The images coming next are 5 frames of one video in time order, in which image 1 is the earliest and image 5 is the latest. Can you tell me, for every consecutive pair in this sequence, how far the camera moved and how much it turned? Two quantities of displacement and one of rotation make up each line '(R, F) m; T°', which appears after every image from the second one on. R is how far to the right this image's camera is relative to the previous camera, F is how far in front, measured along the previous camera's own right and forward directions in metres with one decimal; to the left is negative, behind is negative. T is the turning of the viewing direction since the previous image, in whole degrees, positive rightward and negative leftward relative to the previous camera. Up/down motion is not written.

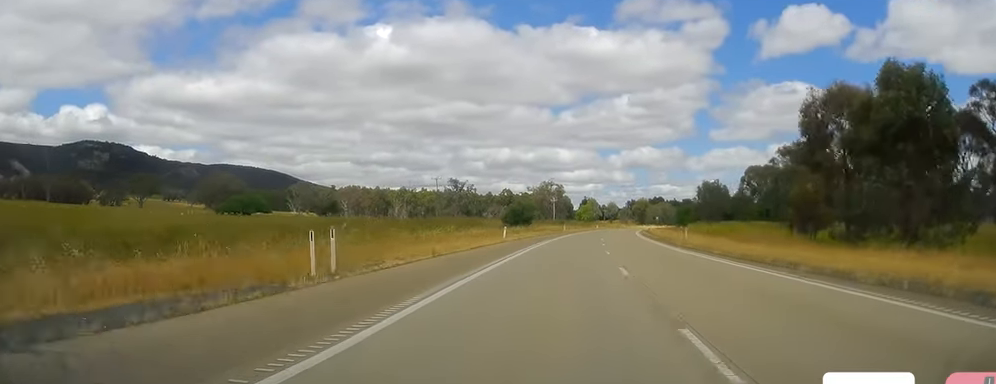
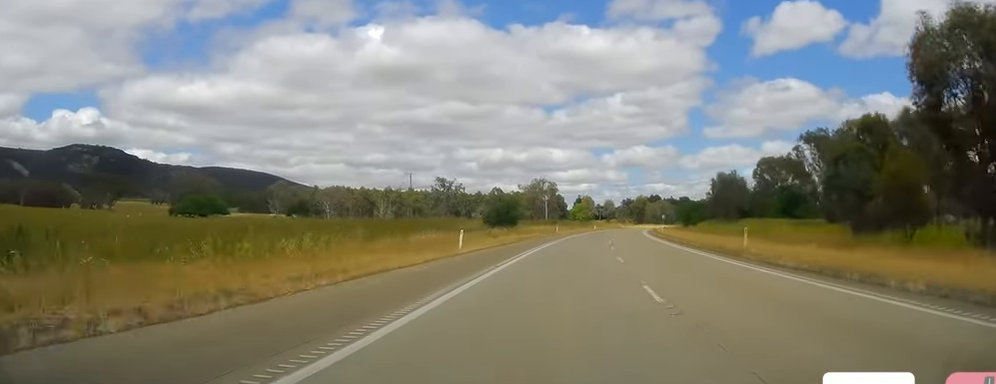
(0.0, +18.2) m; 0°
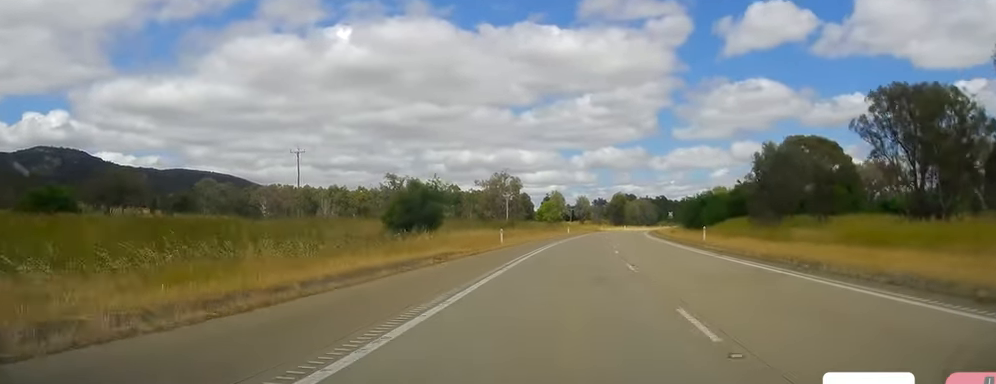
(-0.1, +41.3) m; 0°
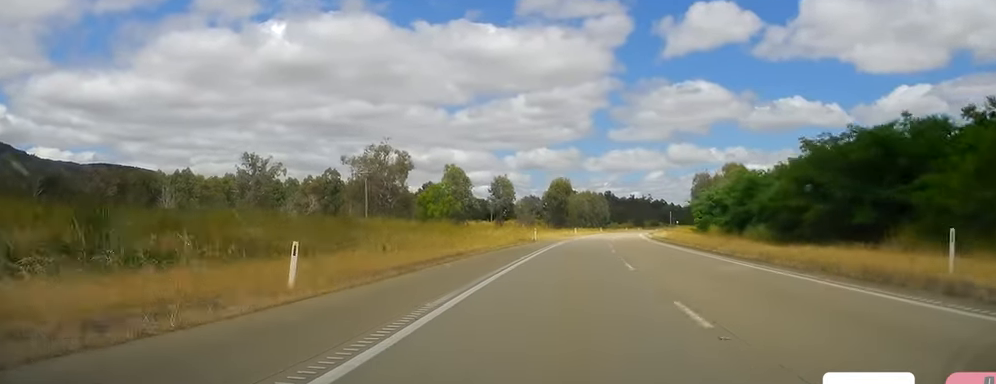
(+4.5, +85.3) m; +5°
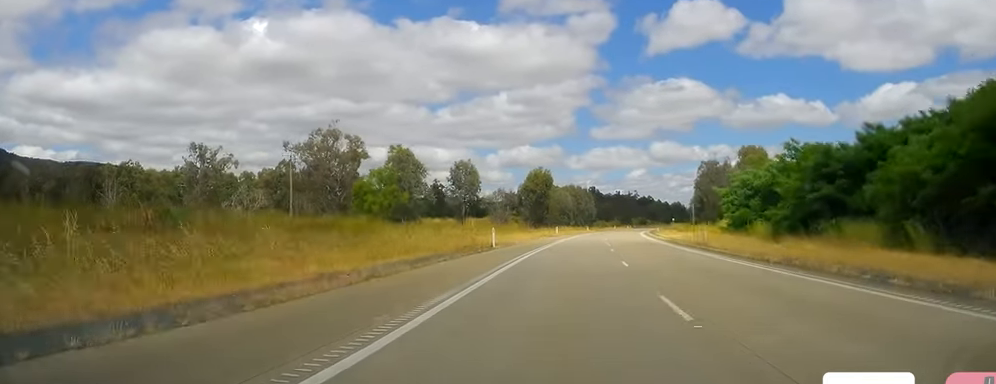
(+0.1, +23.7) m; +1°
